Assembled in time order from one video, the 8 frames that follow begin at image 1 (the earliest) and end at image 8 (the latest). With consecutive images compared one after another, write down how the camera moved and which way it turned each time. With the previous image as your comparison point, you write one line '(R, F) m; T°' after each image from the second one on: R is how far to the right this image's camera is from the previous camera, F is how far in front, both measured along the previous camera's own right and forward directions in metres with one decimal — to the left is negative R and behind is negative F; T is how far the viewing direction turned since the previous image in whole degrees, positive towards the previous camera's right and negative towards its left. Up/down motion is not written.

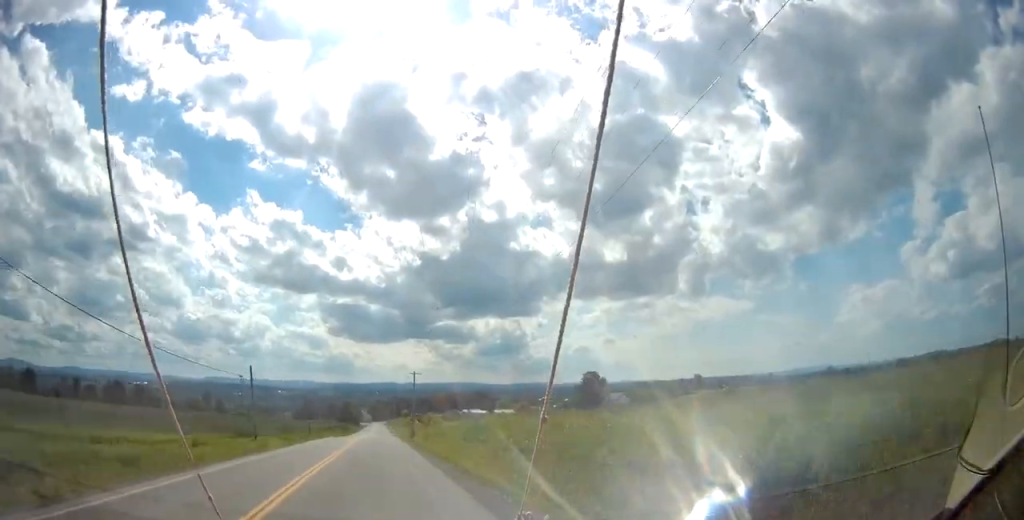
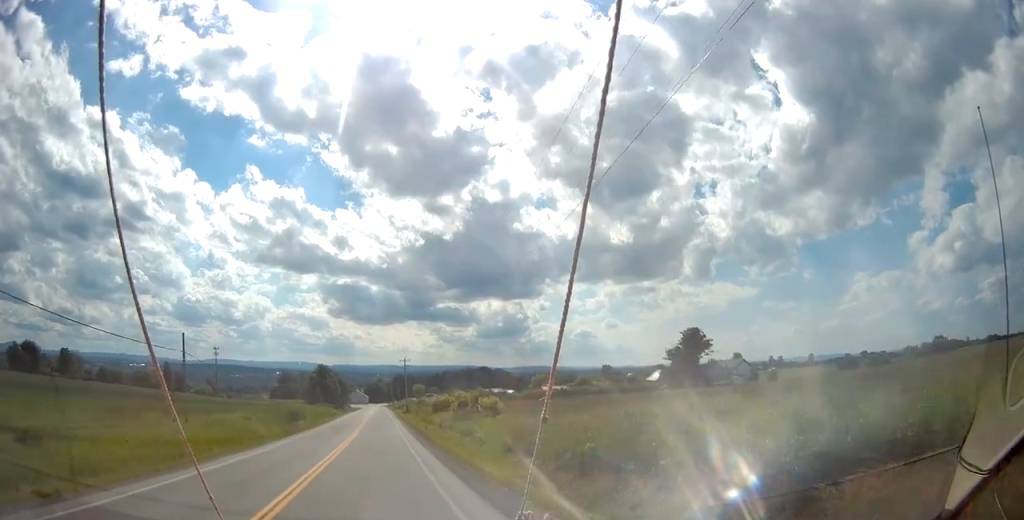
(+0.2, +97.1) m; 0°
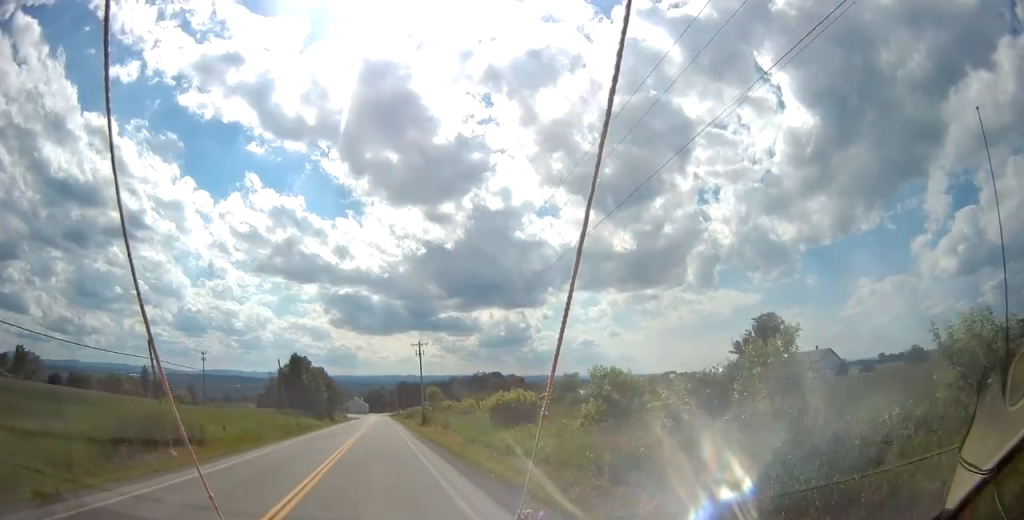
(-0.1, +40.3) m; 0°
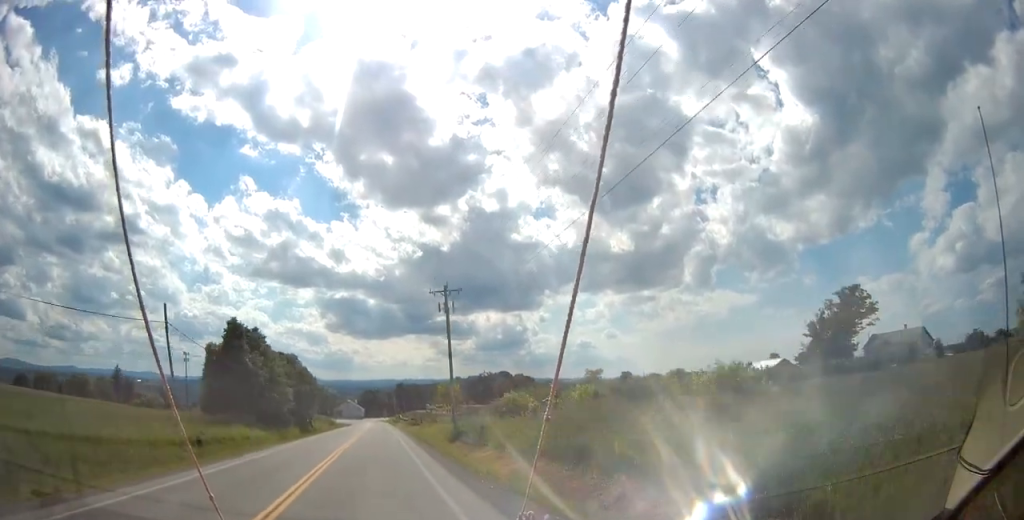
(0.0, +34.6) m; 0°
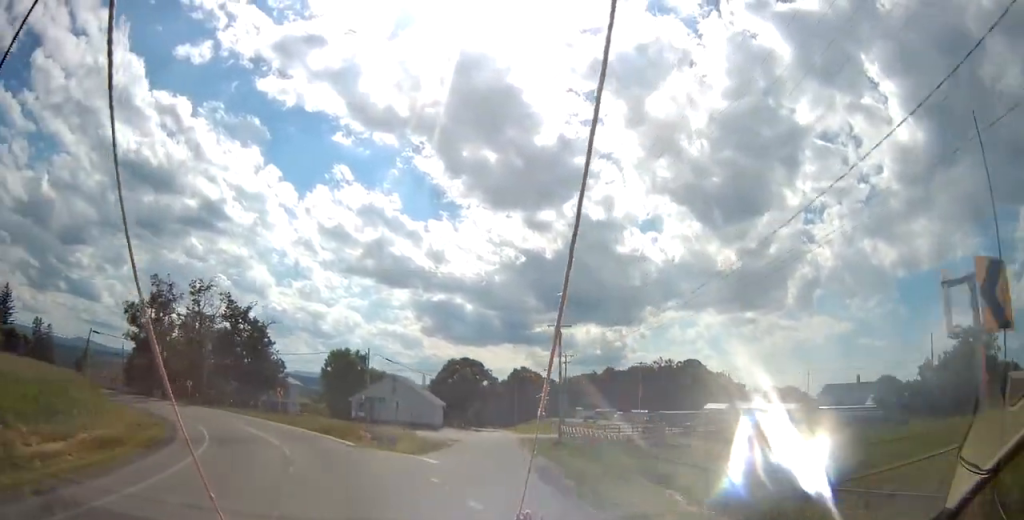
(-8.2, +152.8) m; -25°
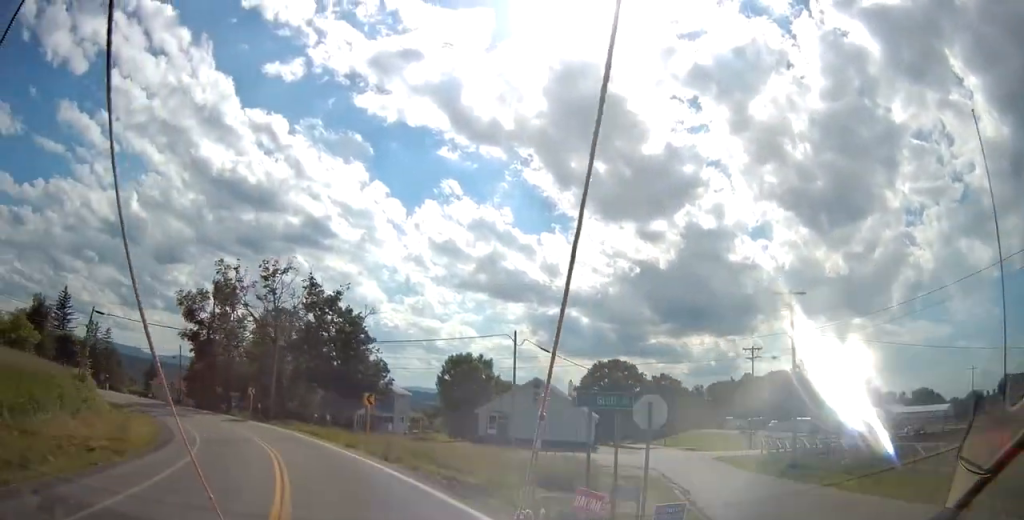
(-6.2, +21.2) m; -10°
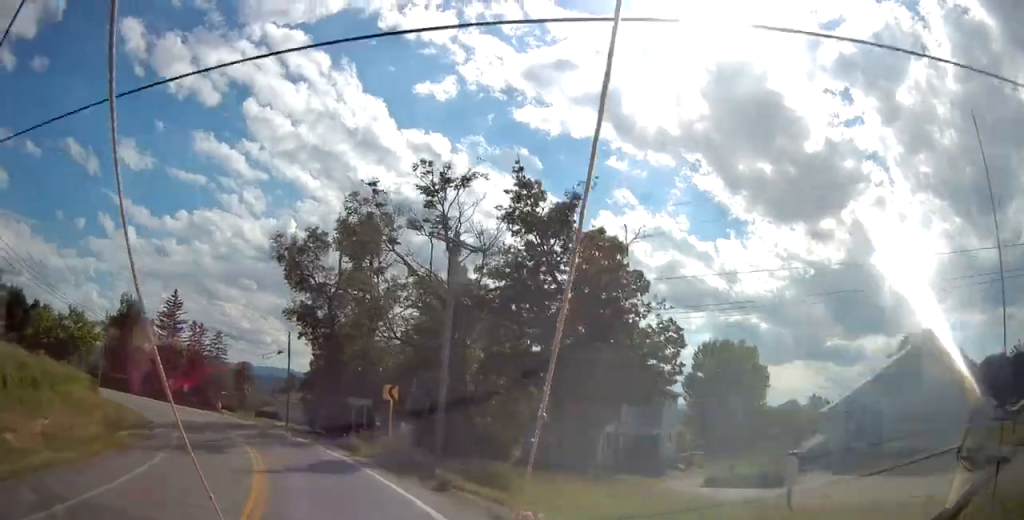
(-4.7, +32.9) m; -15°
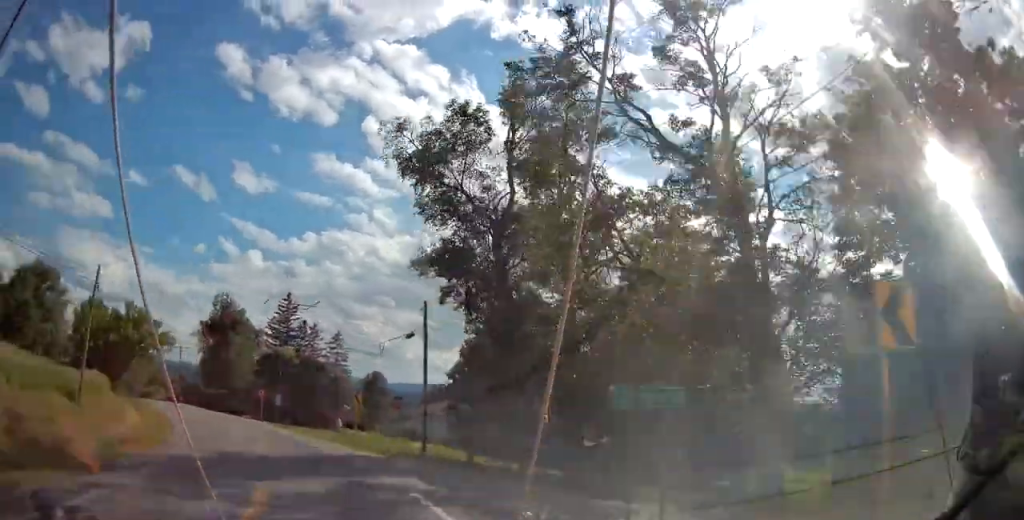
(+1.6, +19.8) m; -9°
